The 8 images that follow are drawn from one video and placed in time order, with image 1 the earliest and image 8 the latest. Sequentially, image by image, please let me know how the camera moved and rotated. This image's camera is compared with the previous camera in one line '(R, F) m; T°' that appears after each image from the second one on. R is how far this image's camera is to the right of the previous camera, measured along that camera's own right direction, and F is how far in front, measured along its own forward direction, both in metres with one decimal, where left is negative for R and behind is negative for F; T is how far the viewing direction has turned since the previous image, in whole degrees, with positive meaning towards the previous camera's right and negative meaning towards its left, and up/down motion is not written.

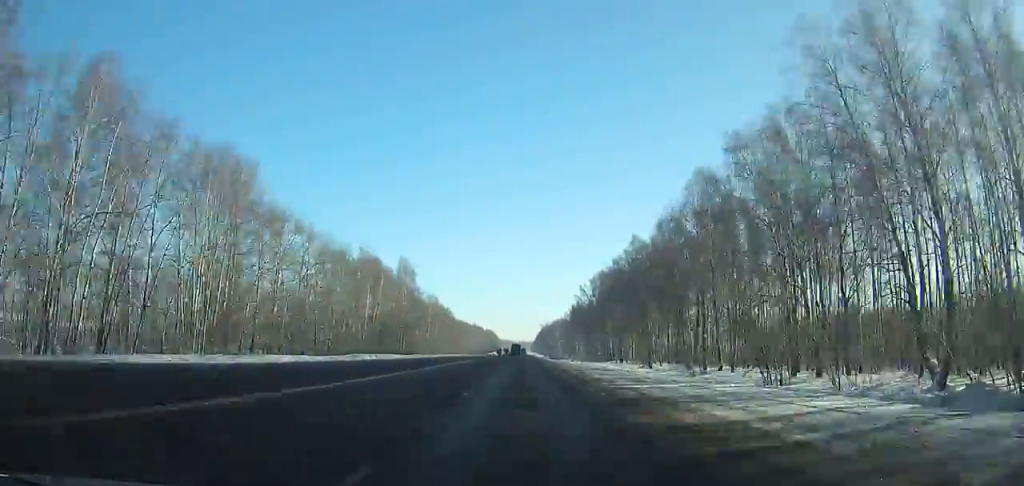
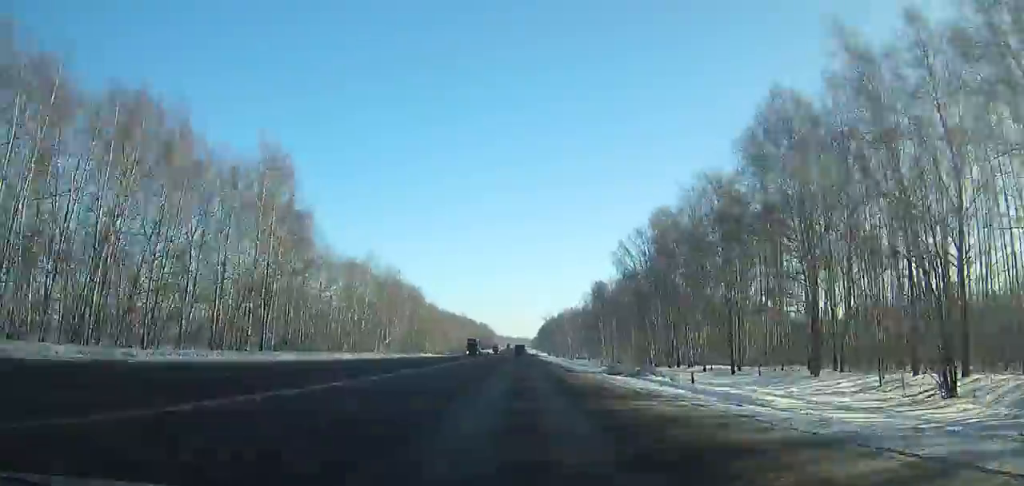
(-0.4, +72.8) m; 0°
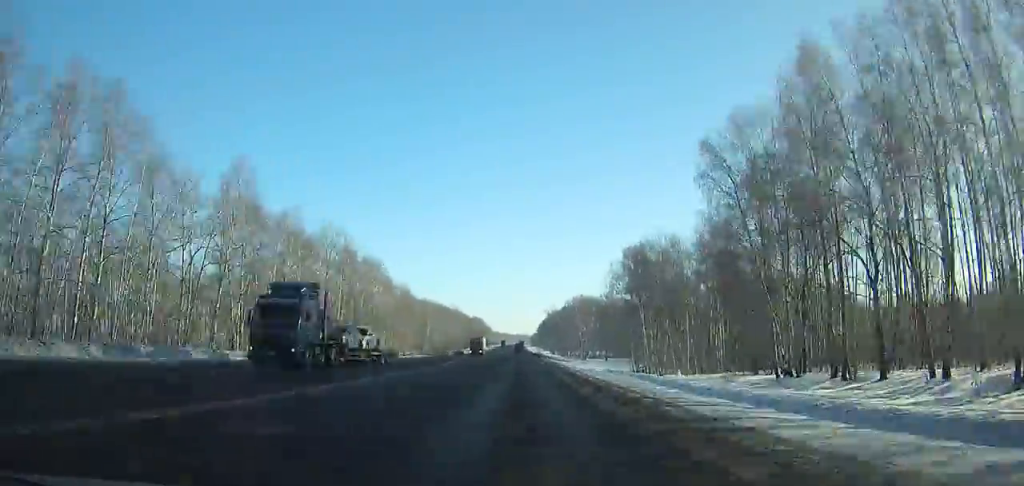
(-0.1, +52.3) m; 0°
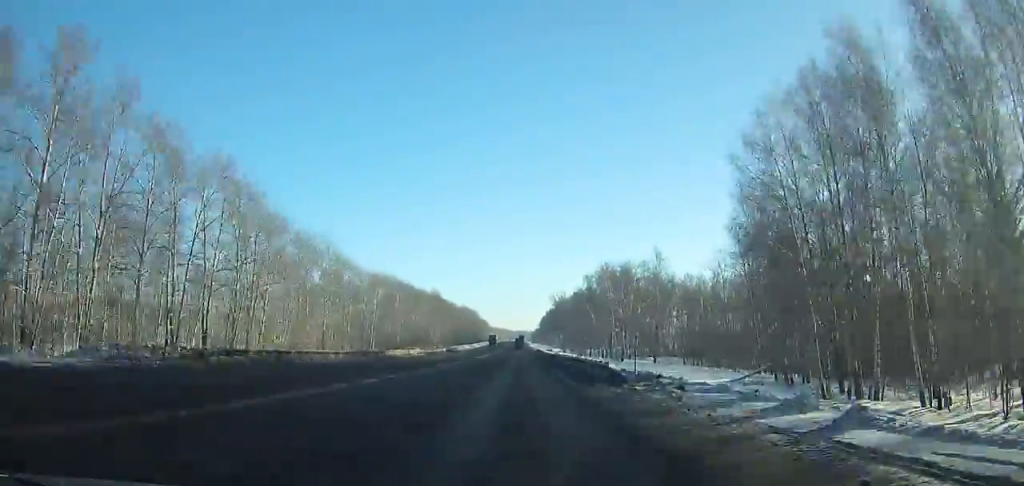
(+0.2, +71.1) m; +1°
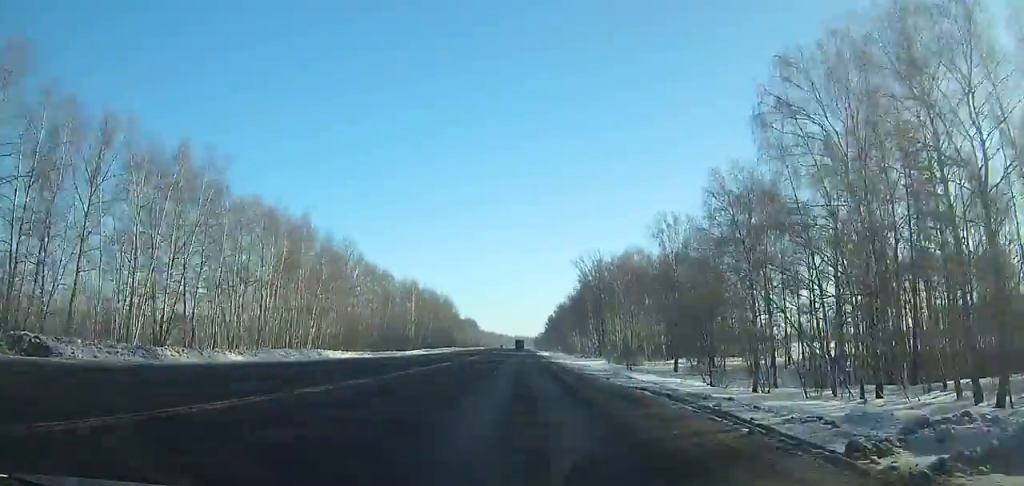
(+0.7, +129.7) m; 0°
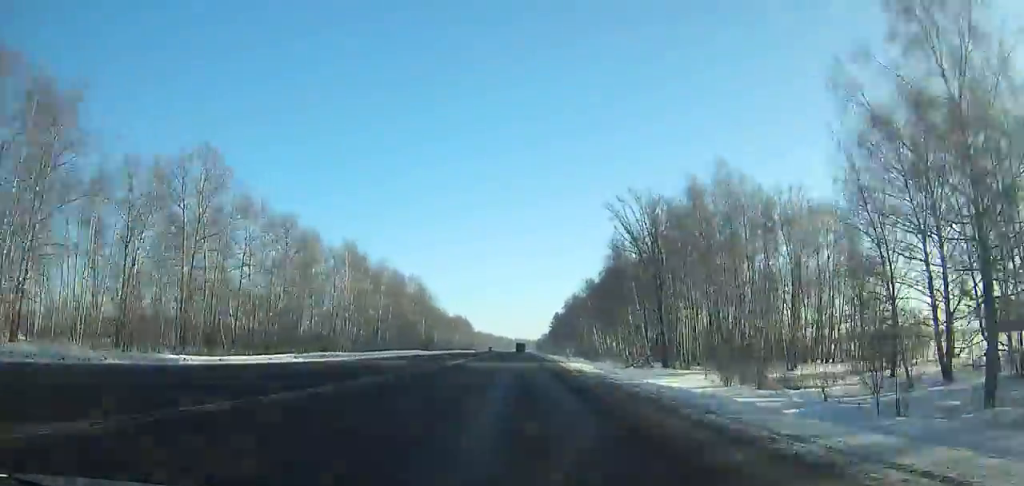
(-0.1, +60.8) m; 0°
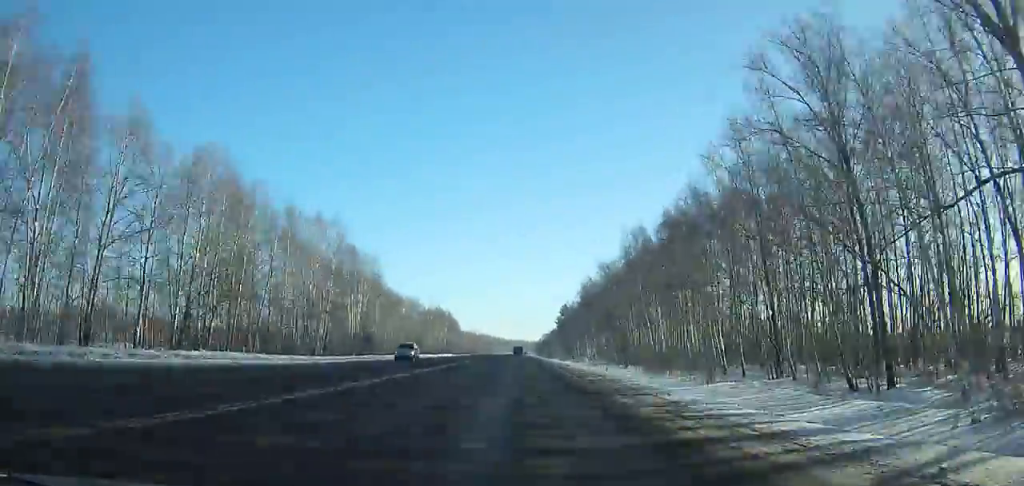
(-0.2, +71.7) m; 0°
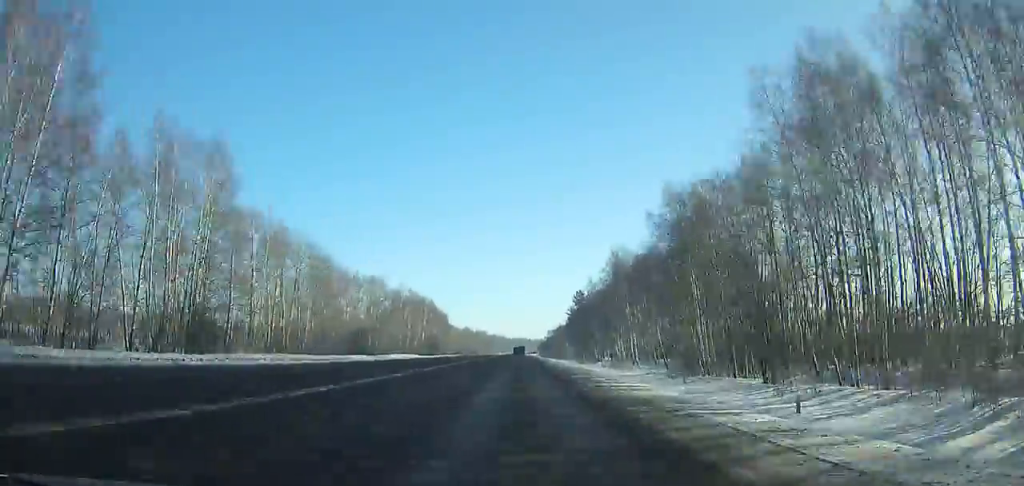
(-0.1, +59.0) m; 0°
